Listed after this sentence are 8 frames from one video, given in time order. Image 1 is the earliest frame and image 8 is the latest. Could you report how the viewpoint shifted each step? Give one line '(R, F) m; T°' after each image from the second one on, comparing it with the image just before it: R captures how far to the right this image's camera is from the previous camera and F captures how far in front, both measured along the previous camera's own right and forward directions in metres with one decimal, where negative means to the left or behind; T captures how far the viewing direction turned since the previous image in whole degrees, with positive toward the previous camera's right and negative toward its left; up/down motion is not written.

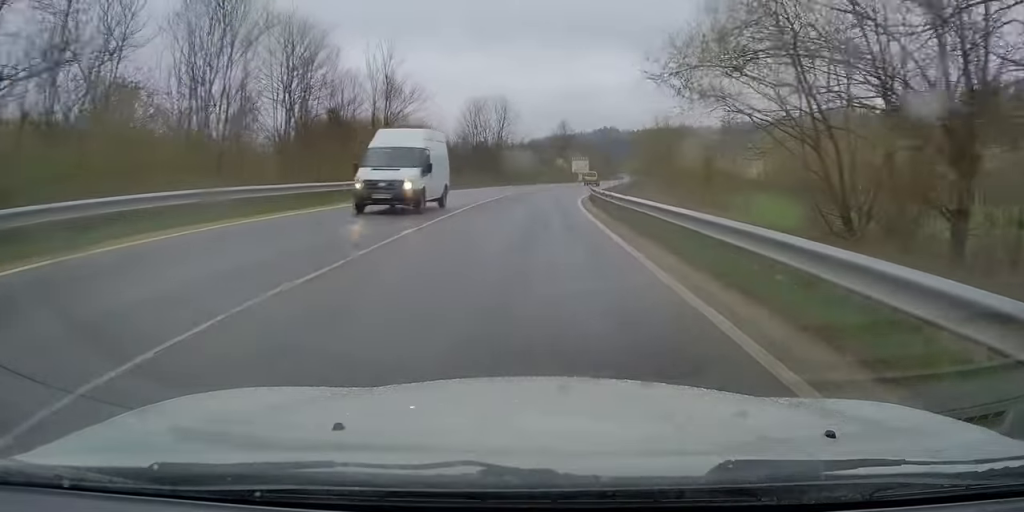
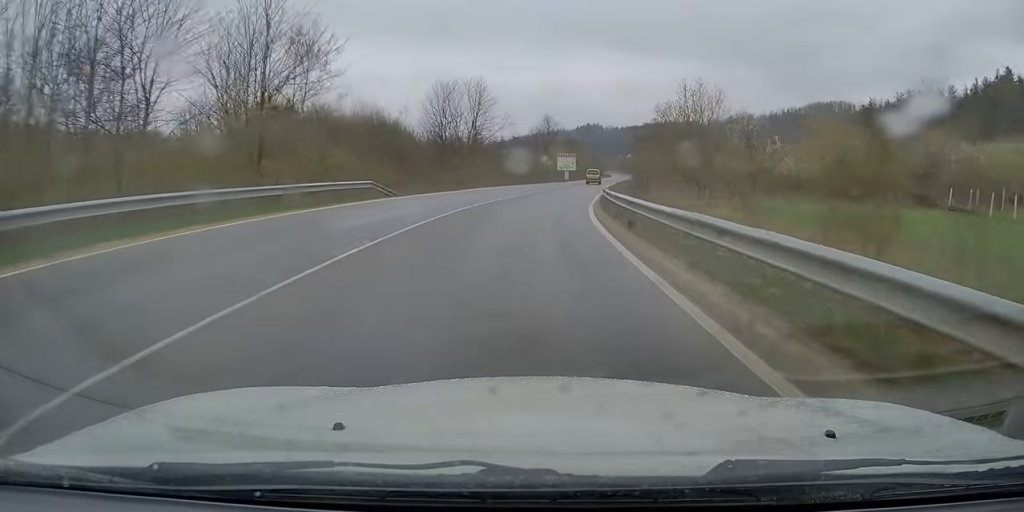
(+0.1, +15.6) m; +2°
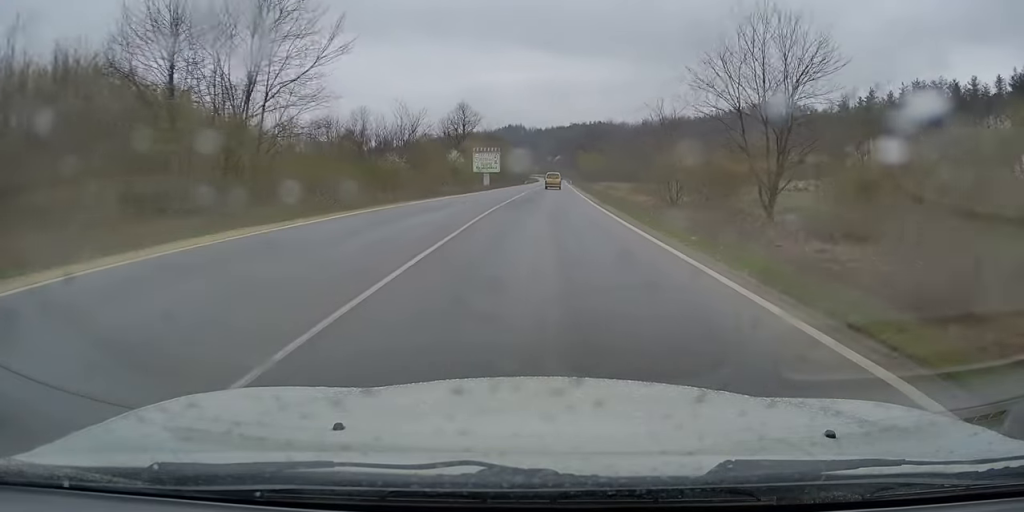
(+3.2, +46.3) m; +6°
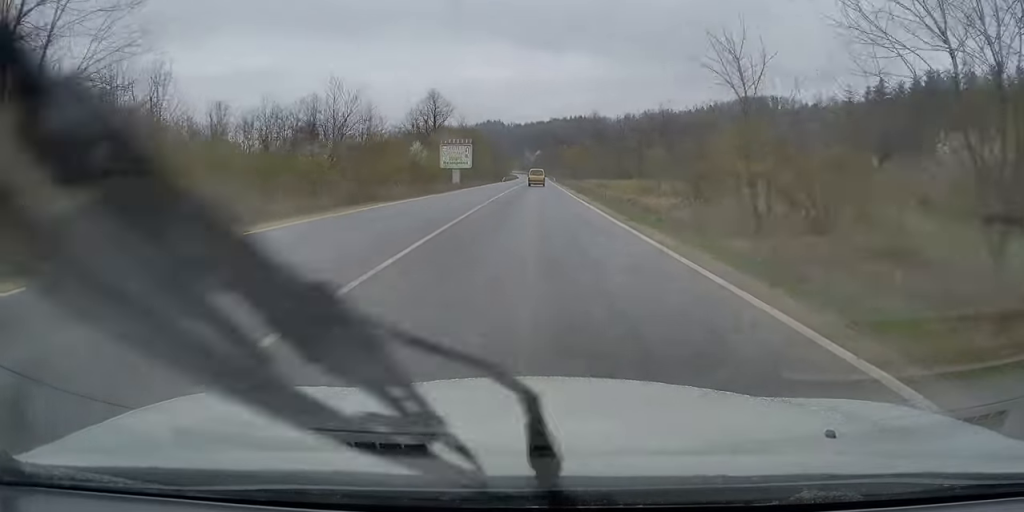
(+0.2, +15.7) m; +1°
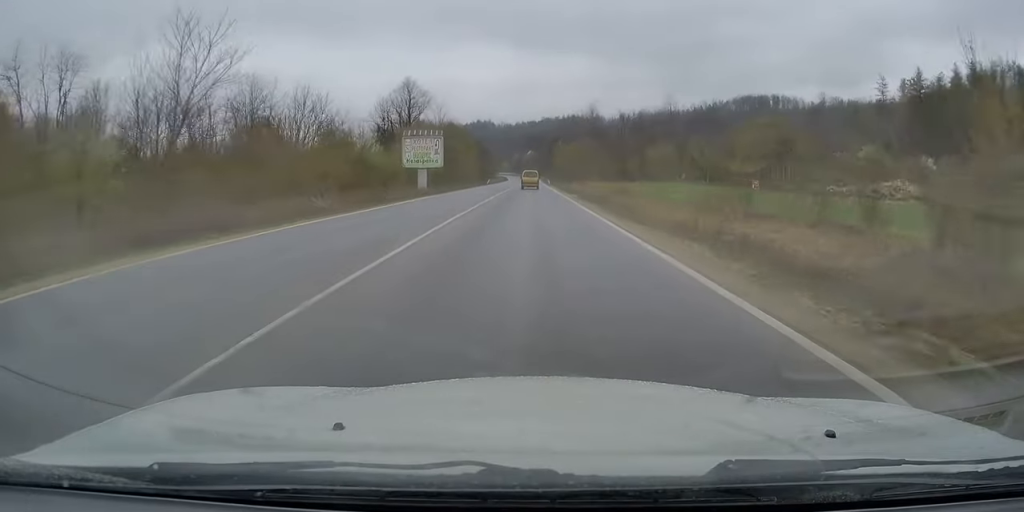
(+0.1, +20.9) m; 0°
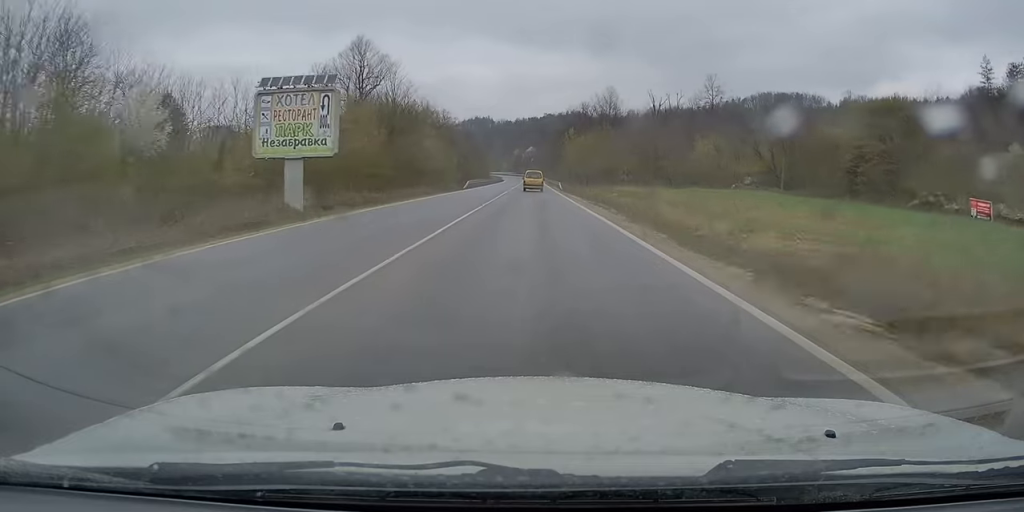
(-0.1, +37.9) m; +1°
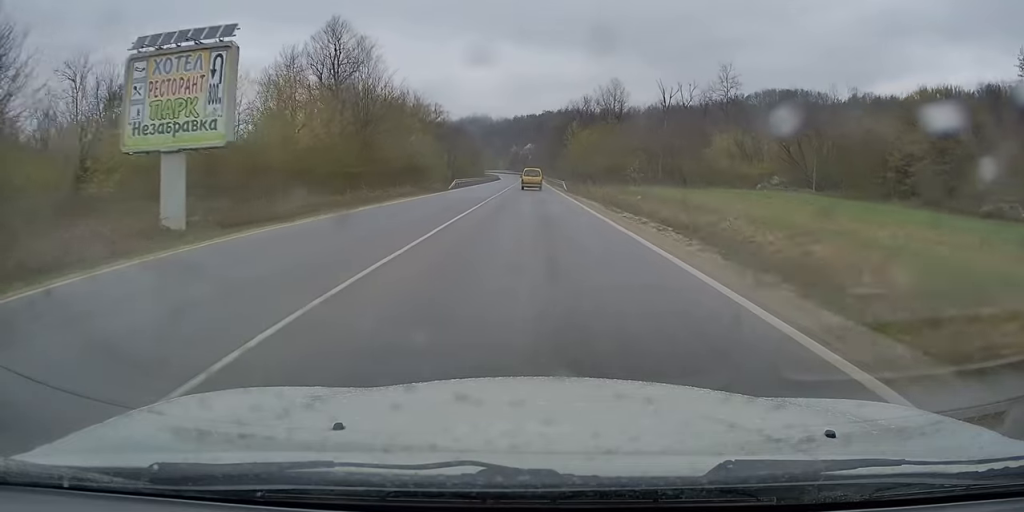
(+0.1, +11.1) m; 0°
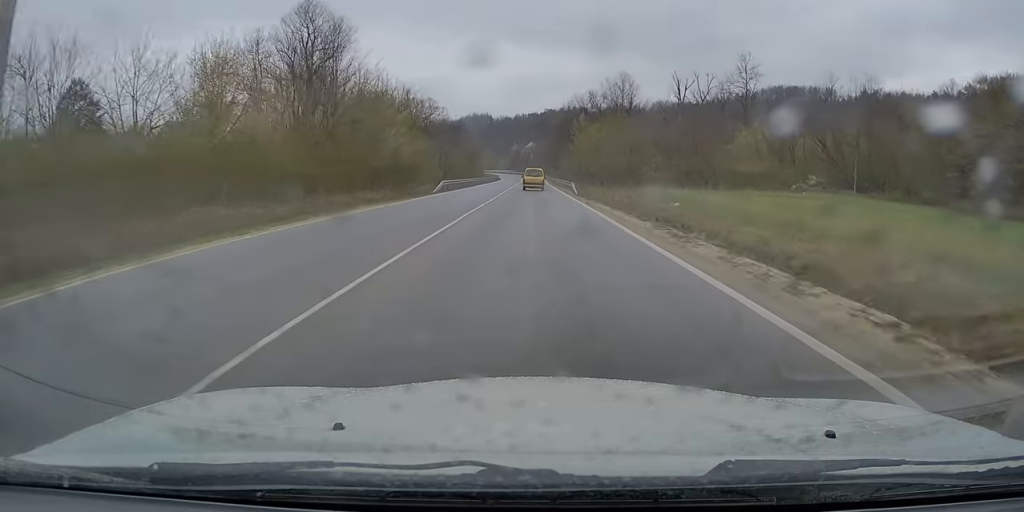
(0.0, +10.3) m; 0°
